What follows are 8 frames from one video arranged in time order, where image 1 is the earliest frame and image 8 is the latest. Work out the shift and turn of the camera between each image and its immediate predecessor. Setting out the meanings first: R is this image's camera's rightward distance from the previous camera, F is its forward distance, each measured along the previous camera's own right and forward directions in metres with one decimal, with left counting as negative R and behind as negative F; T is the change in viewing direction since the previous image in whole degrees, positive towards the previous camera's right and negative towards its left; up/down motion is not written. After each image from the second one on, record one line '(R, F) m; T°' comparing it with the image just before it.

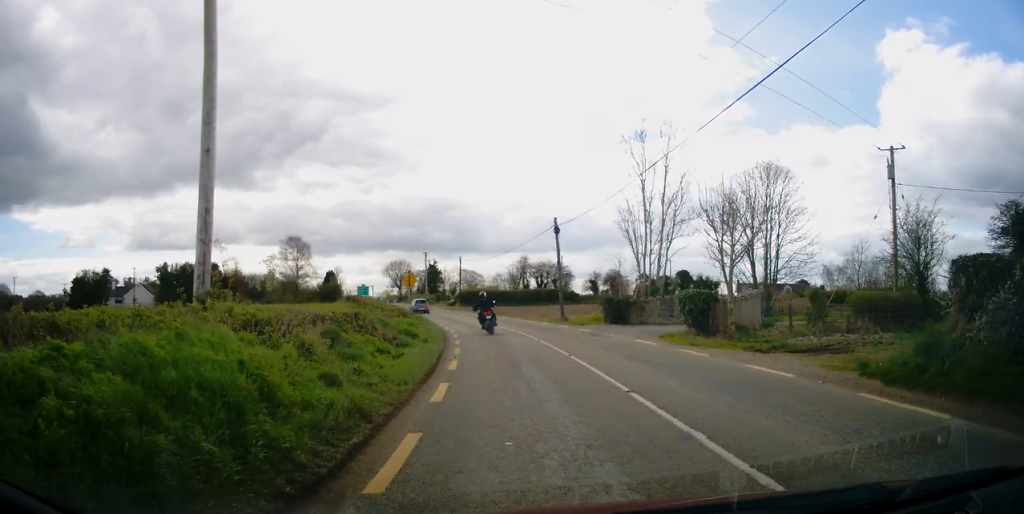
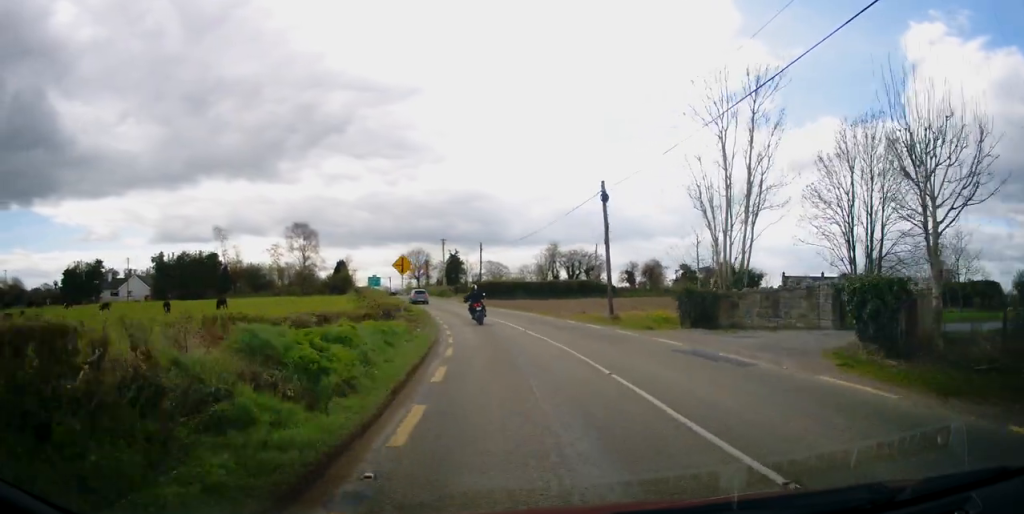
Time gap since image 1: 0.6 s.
(-0.2, +10.5) m; -2°
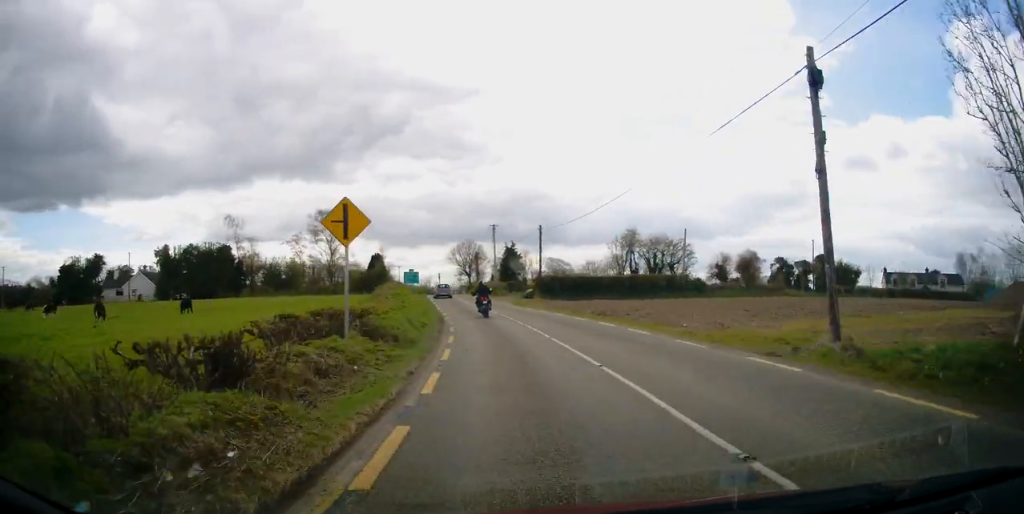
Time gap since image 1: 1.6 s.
(-0.5, +17.0) m; -4°
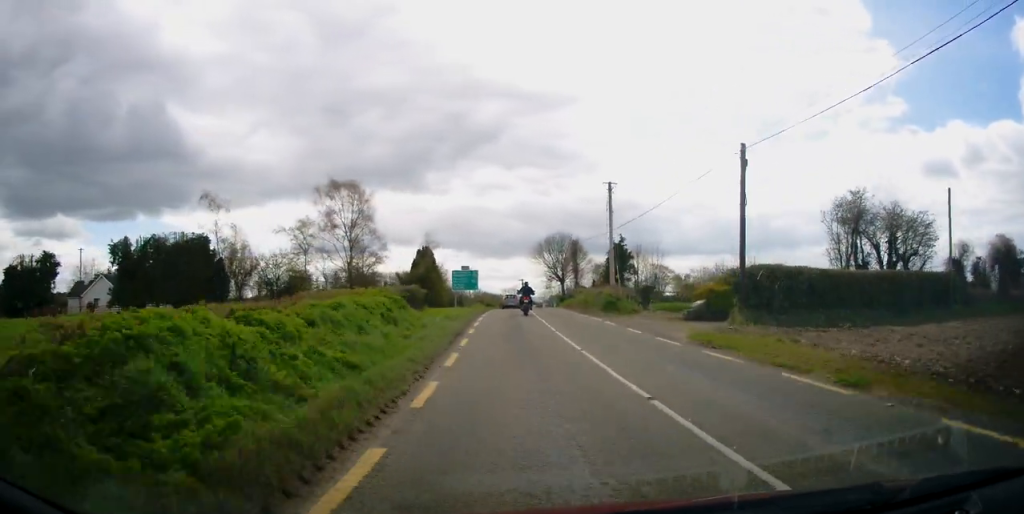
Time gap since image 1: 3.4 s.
(-2.5, +32.5) m; -9°
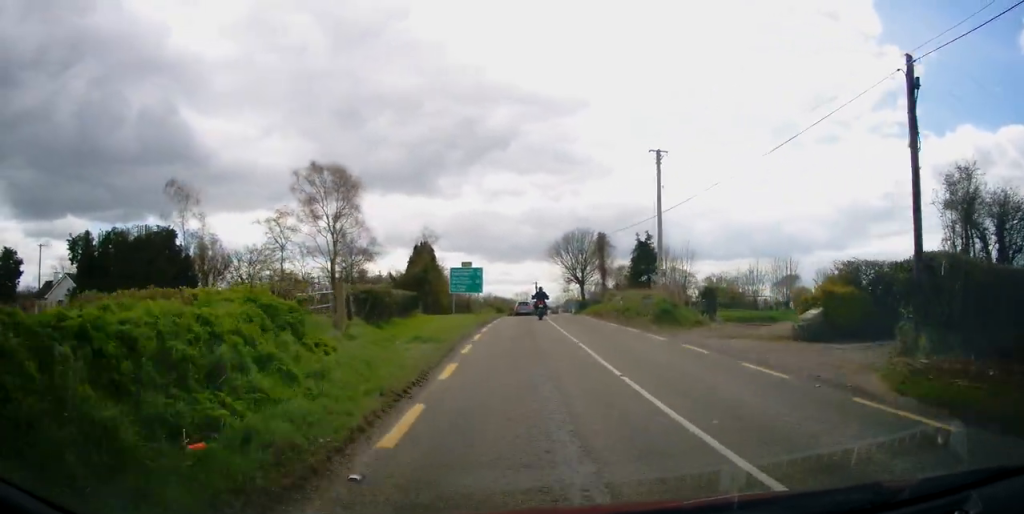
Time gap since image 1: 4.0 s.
(-0.3, +9.9) m; -2°
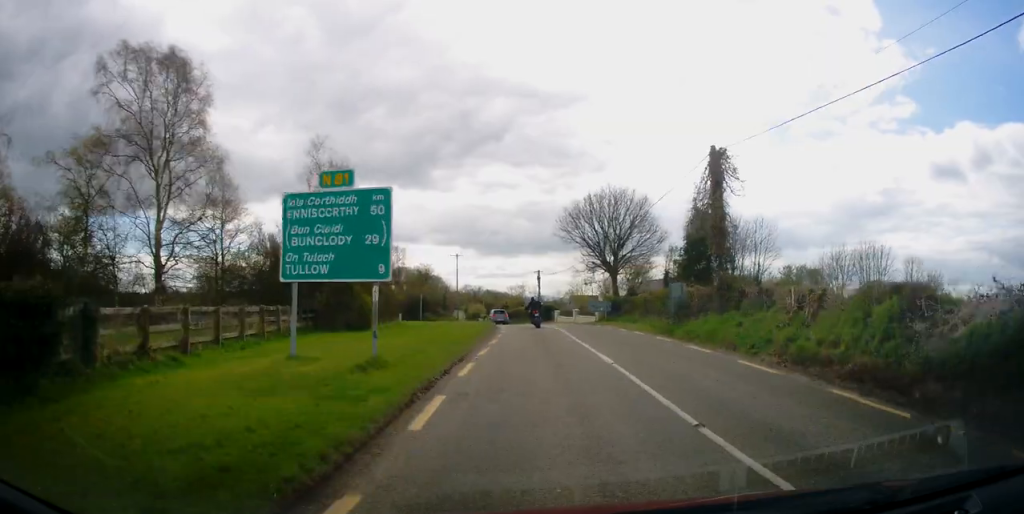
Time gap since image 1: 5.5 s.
(-0.7, +27.1) m; -1°
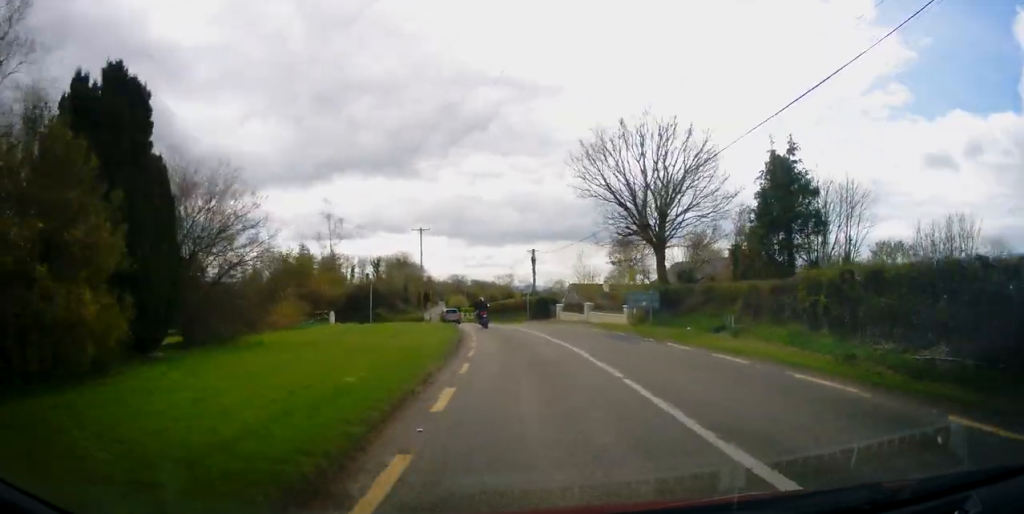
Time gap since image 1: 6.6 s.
(+0.4, +18.8) m; +1°
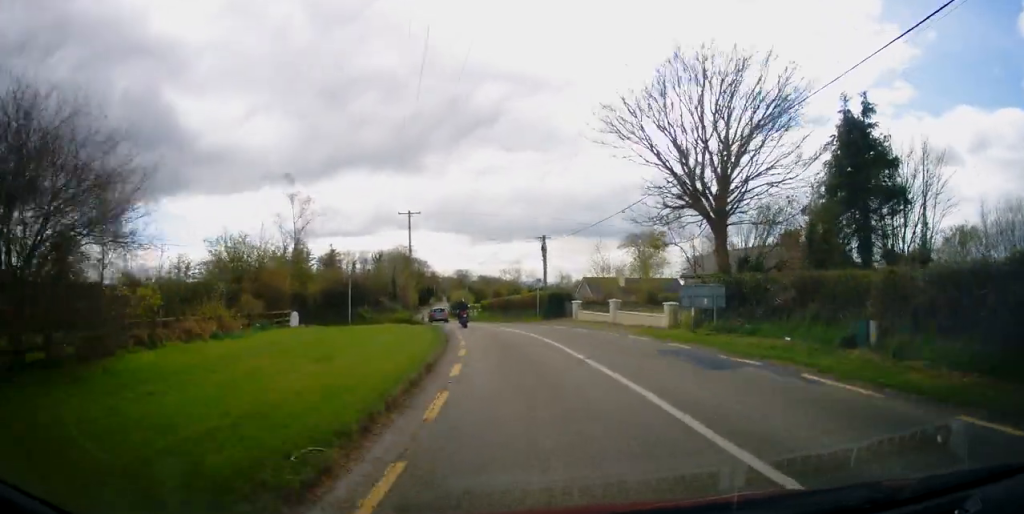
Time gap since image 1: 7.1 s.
(+0.1, +8.2) m; -1°
